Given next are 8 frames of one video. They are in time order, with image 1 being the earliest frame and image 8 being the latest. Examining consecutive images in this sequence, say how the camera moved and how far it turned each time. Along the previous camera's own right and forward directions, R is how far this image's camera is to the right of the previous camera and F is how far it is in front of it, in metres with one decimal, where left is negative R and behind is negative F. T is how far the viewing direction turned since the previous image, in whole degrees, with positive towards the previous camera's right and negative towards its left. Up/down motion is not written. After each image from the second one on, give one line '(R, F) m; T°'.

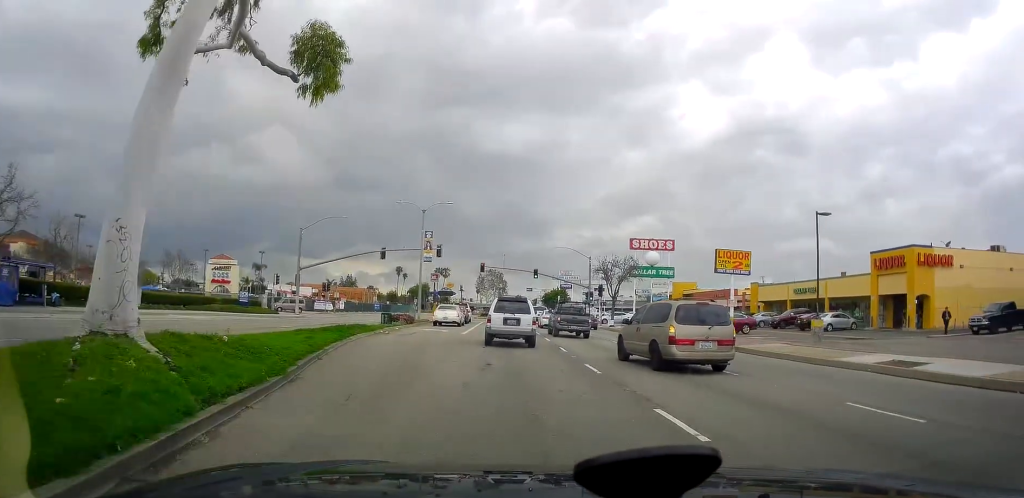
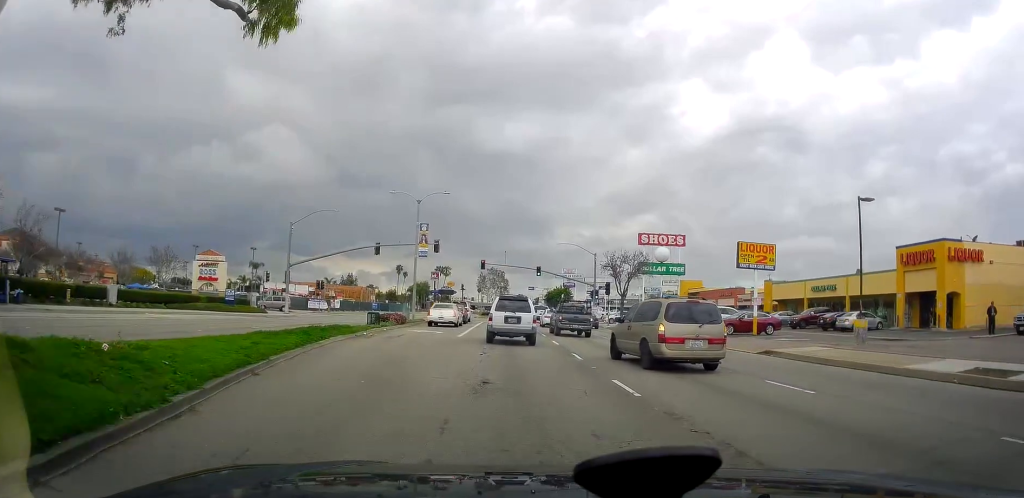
(0.0, +3.5) m; 0°
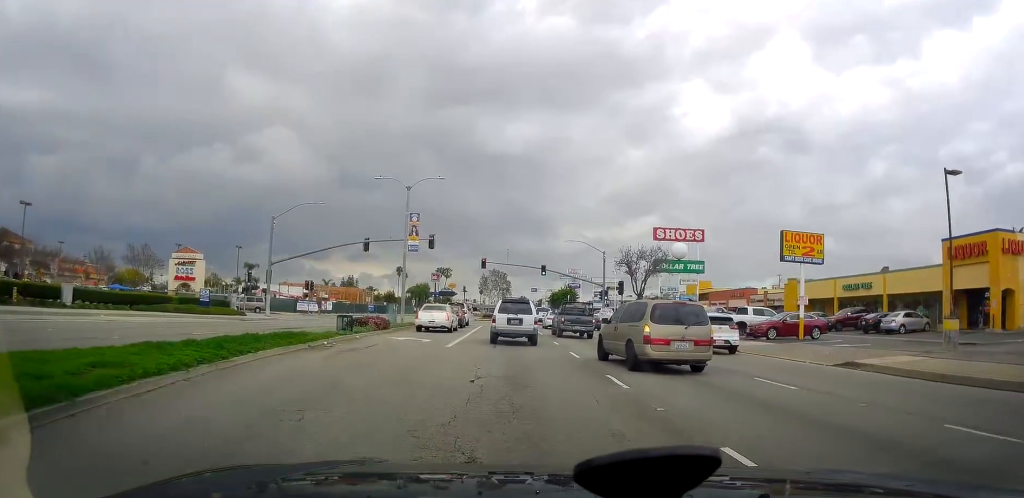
(0.0, +5.8) m; 0°
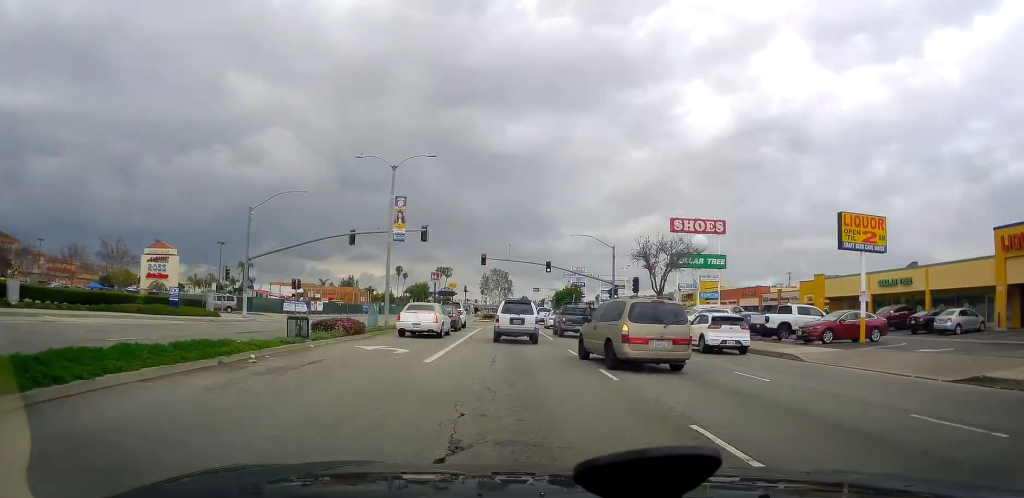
(0.0, +5.9) m; 0°
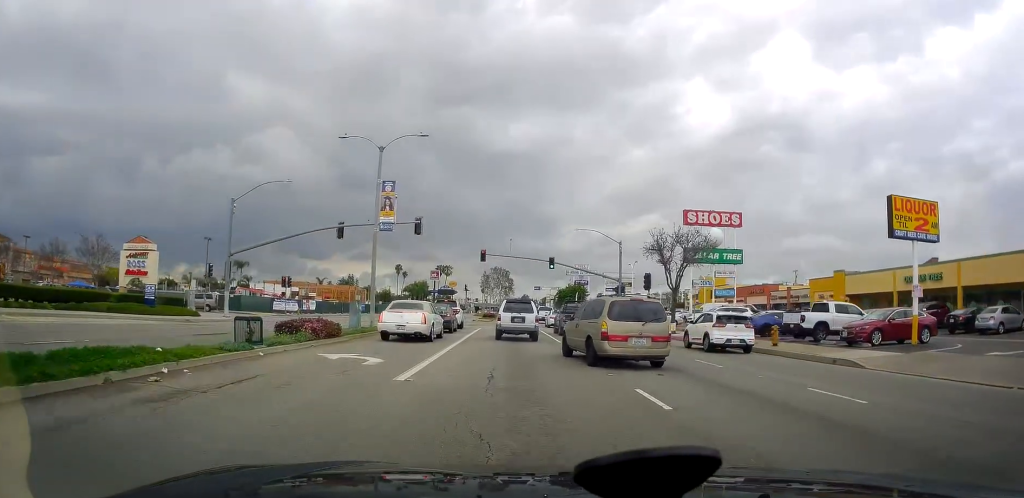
(0.0, +4.0) m; 0°
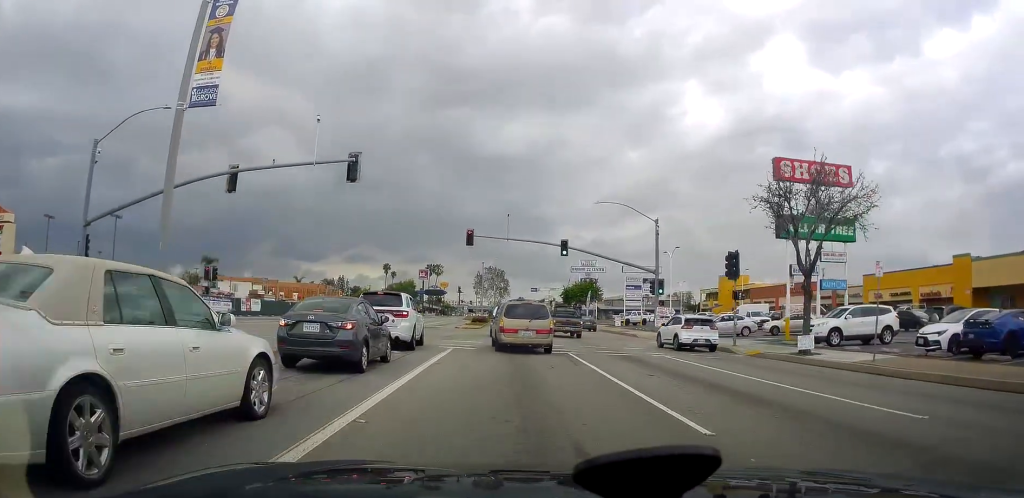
(-0.3, +19.8) m; -5°
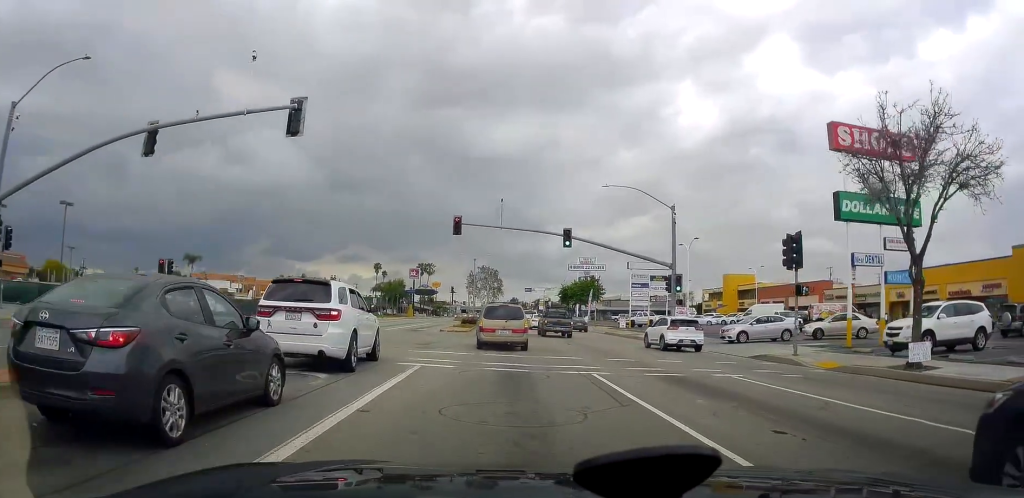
(-0.8, +7.1) m; +4°
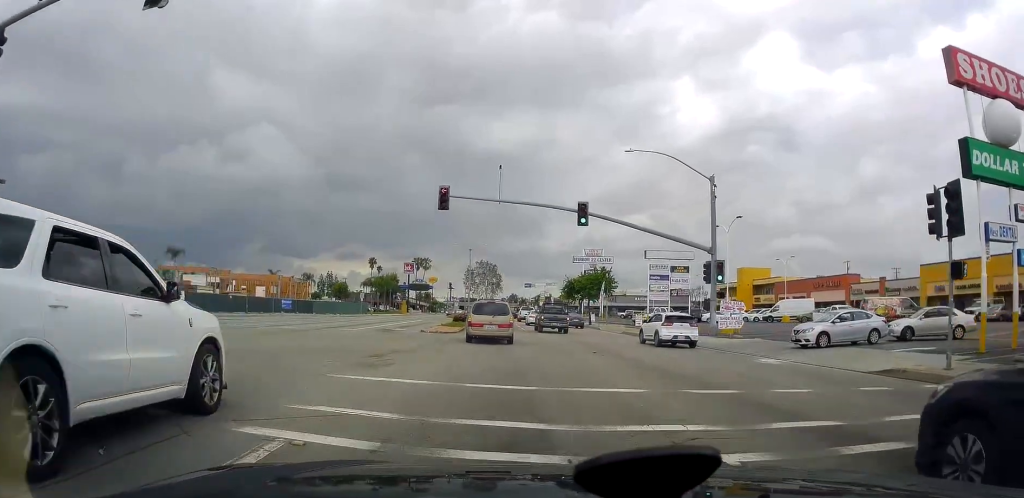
(+1.4, +8.9) m; +4°
